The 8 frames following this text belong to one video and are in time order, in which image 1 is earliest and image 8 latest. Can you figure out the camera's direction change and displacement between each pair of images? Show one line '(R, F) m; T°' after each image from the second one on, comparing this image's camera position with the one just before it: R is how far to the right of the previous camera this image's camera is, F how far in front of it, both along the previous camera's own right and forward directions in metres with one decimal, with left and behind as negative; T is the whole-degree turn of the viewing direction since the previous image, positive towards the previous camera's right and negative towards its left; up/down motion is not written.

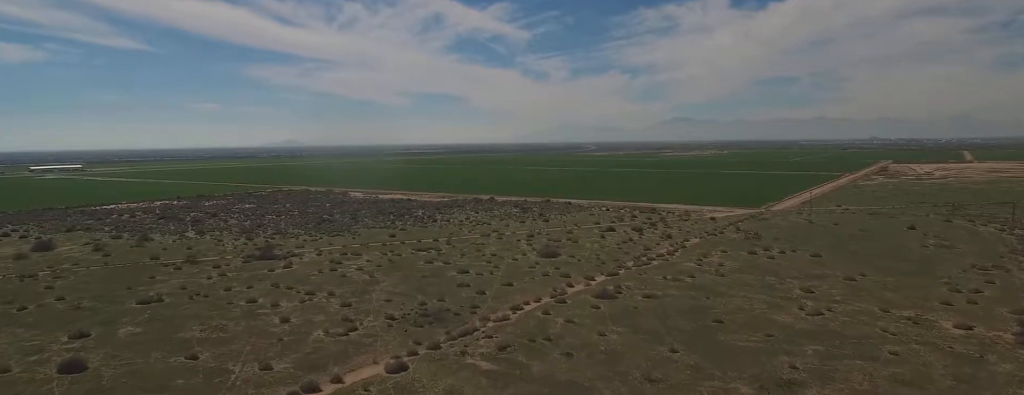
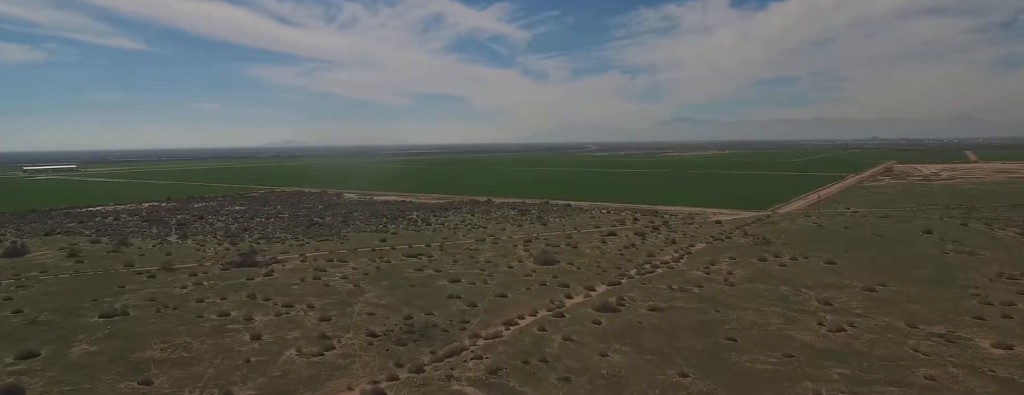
(-0.1, +12.0) m; 0°
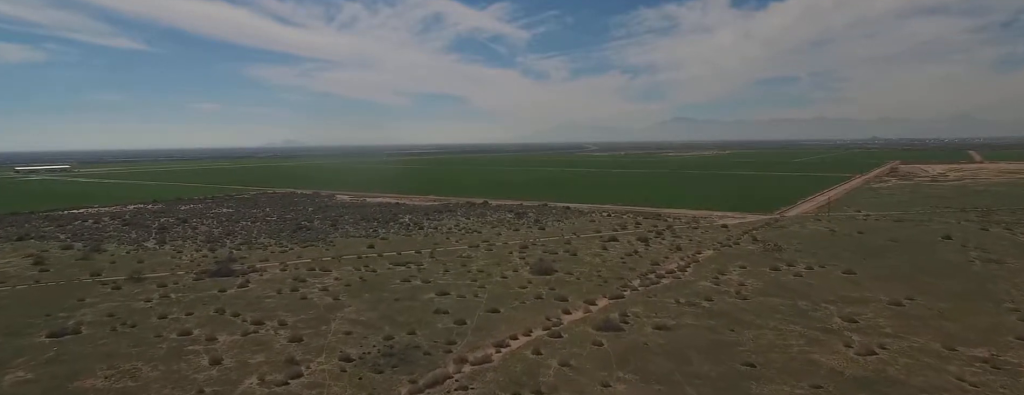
(0.0, +13.6) m; 0°
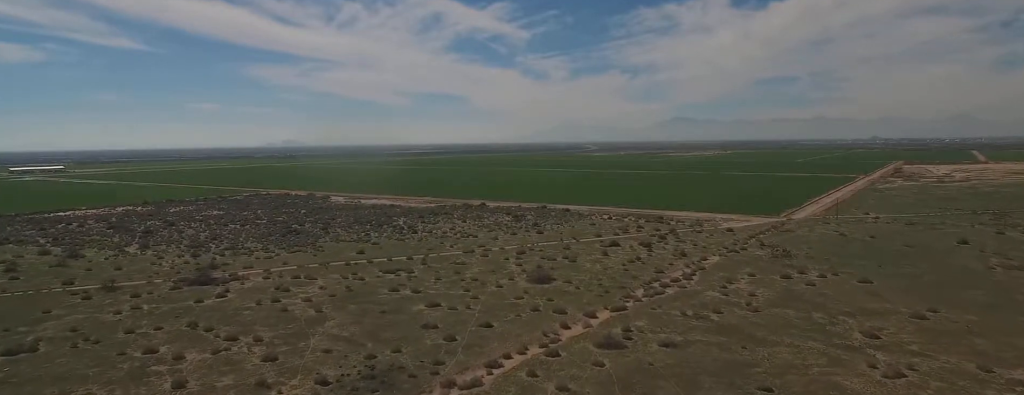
(0.0, +10.1) m; 0°
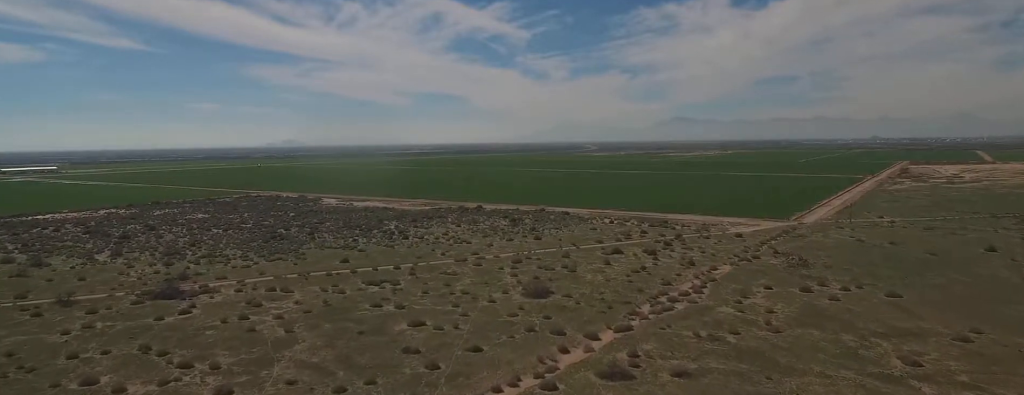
(+0.1, +14.7) m; +1°
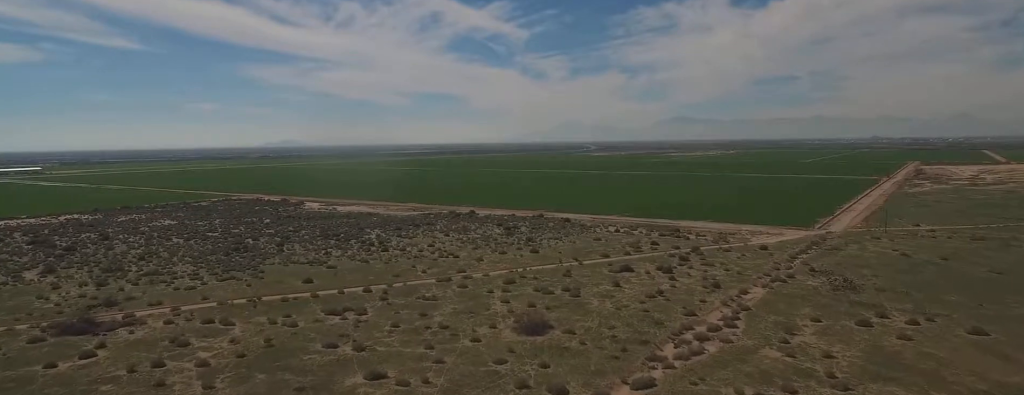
(+1.4, +31.7) m; +6°
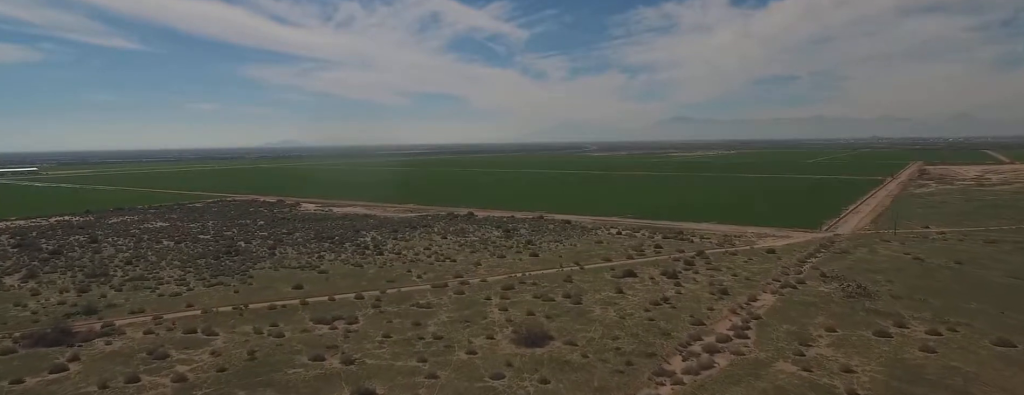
(+0.2, +6.3) m; +2°
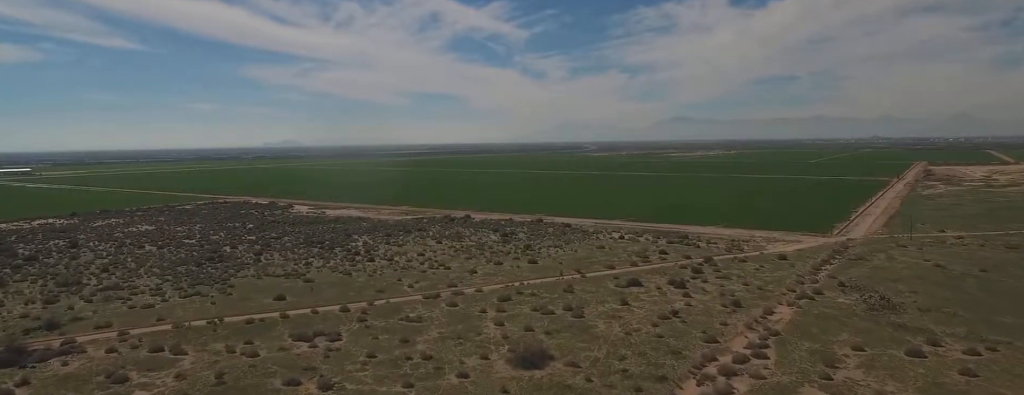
(+0.2, +10.7) m; +2°
